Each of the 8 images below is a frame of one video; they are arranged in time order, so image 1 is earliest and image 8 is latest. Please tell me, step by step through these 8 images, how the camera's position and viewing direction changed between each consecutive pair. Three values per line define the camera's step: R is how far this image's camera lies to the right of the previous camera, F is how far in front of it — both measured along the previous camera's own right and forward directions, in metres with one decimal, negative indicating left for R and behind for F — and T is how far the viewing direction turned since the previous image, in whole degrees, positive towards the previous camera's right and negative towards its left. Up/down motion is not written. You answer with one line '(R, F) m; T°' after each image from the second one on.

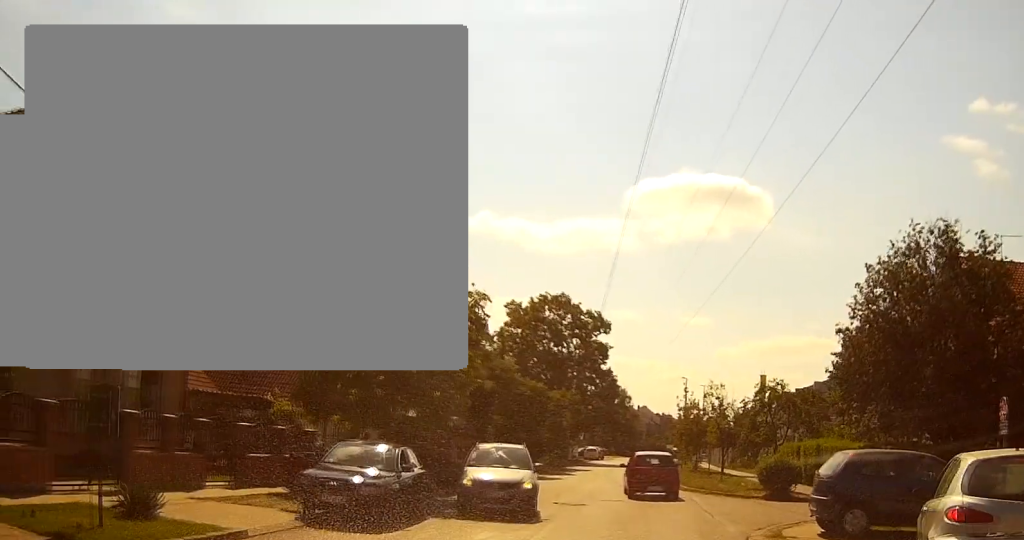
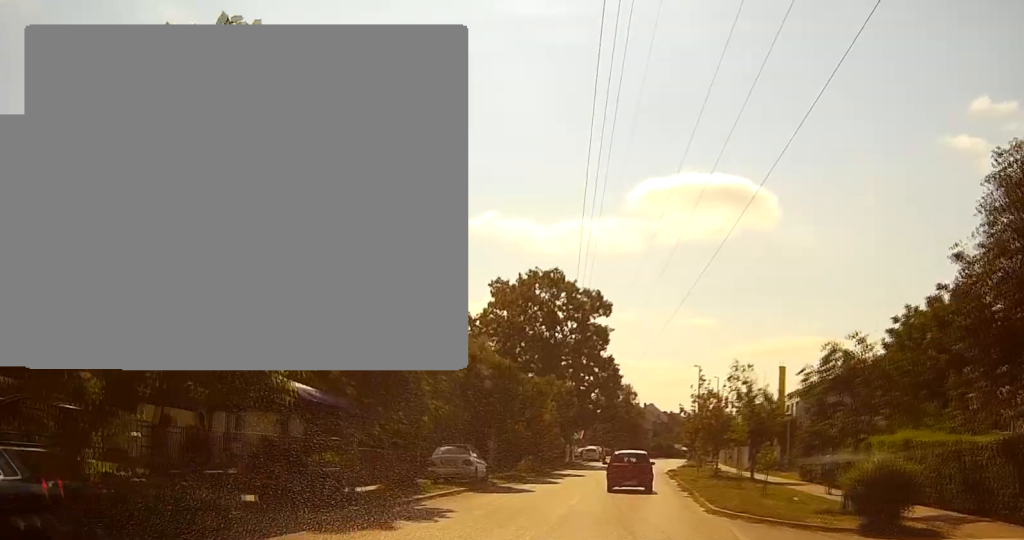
(+0.1, +12.9) m; -1°
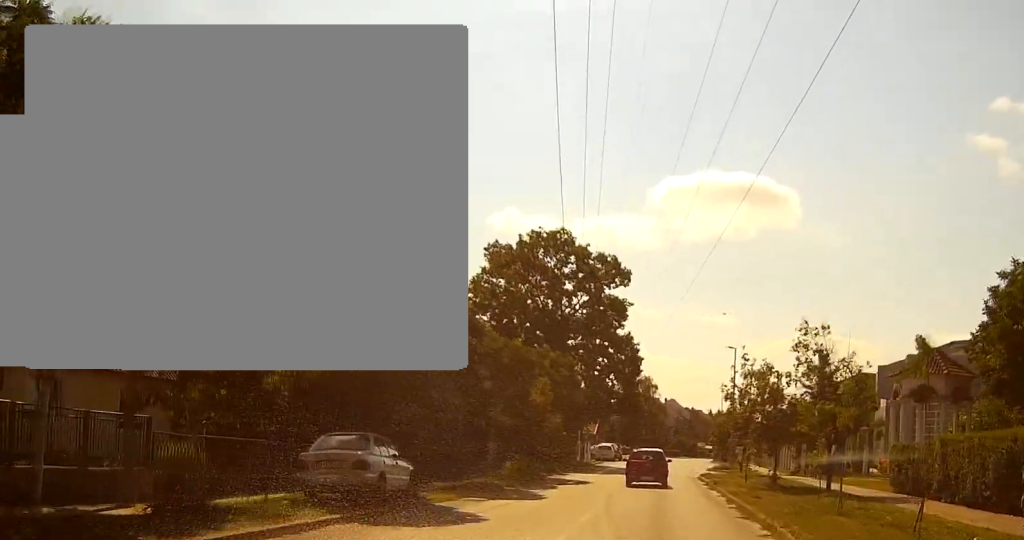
(-0.1, +13.6) m; 0°
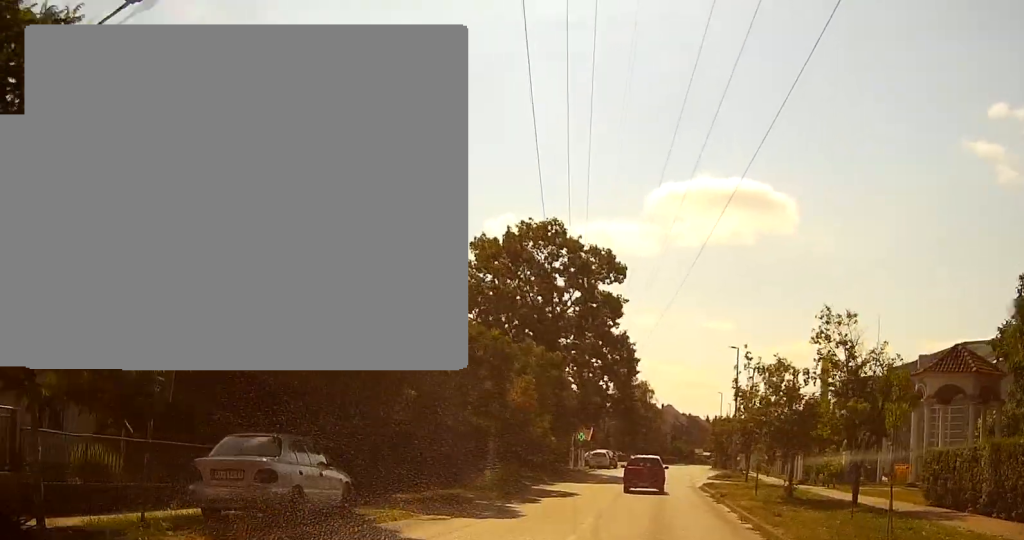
(0.0, +4.2) m; 0°
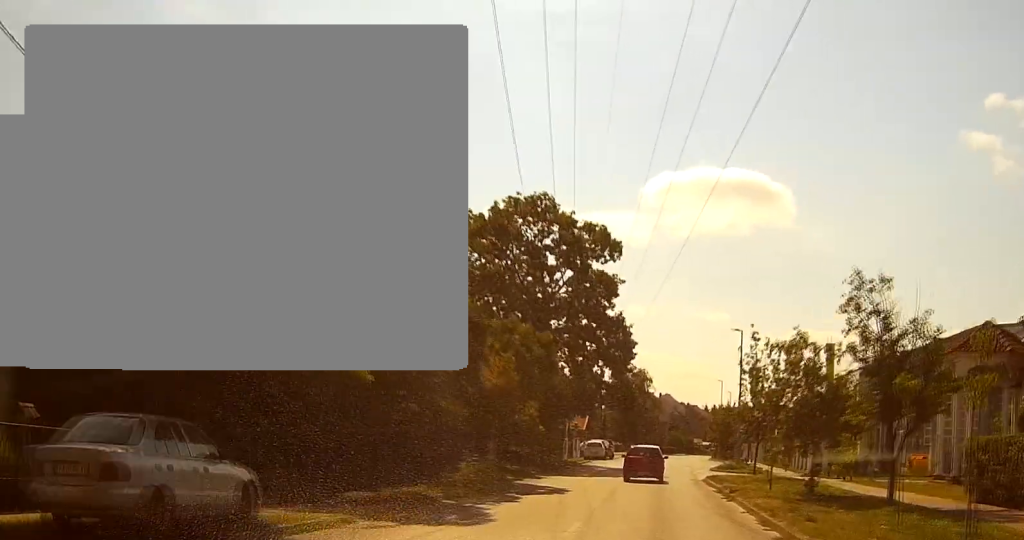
(0.0, +4.2) m; 0°
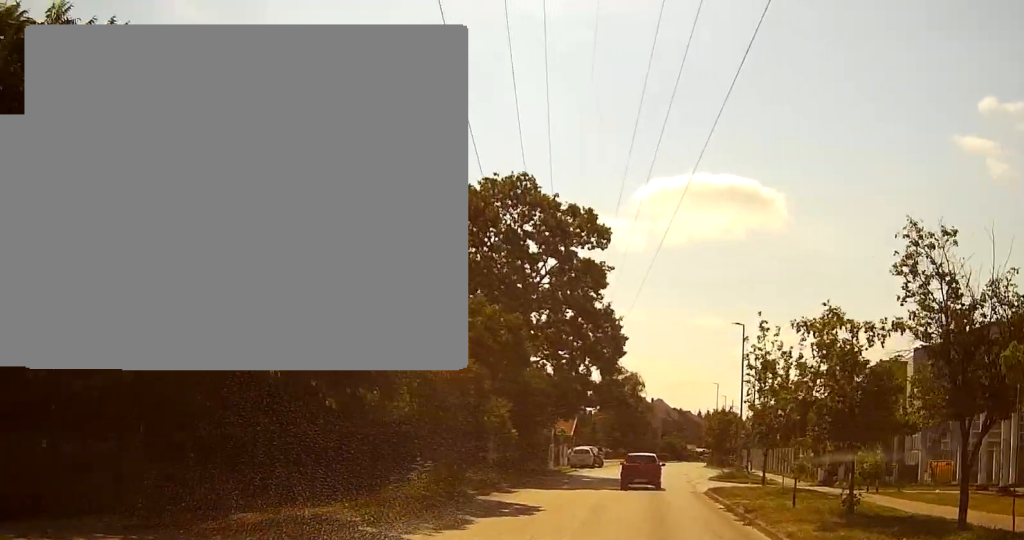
(0.0, +5.8) m; 0°
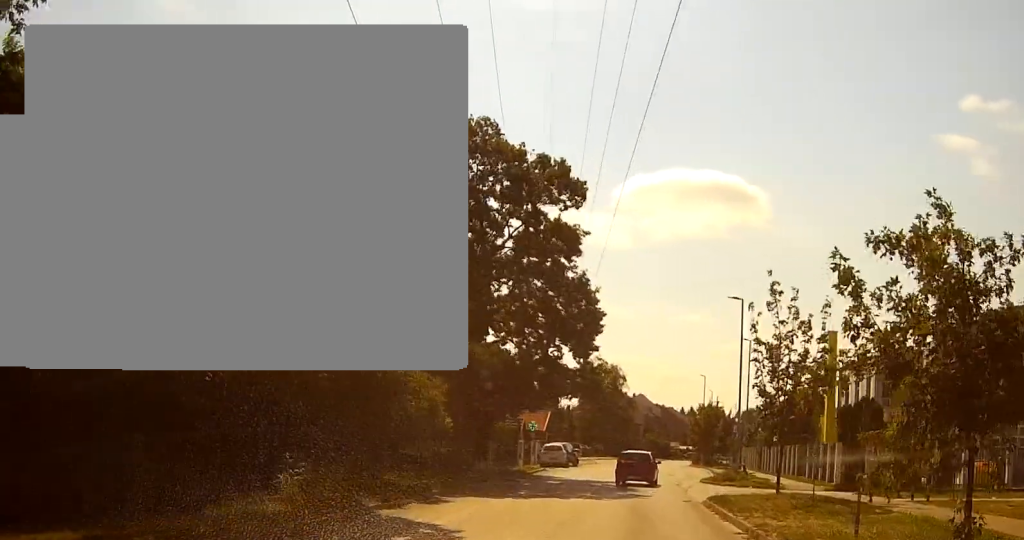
(0.0, +8.2) m; +1°
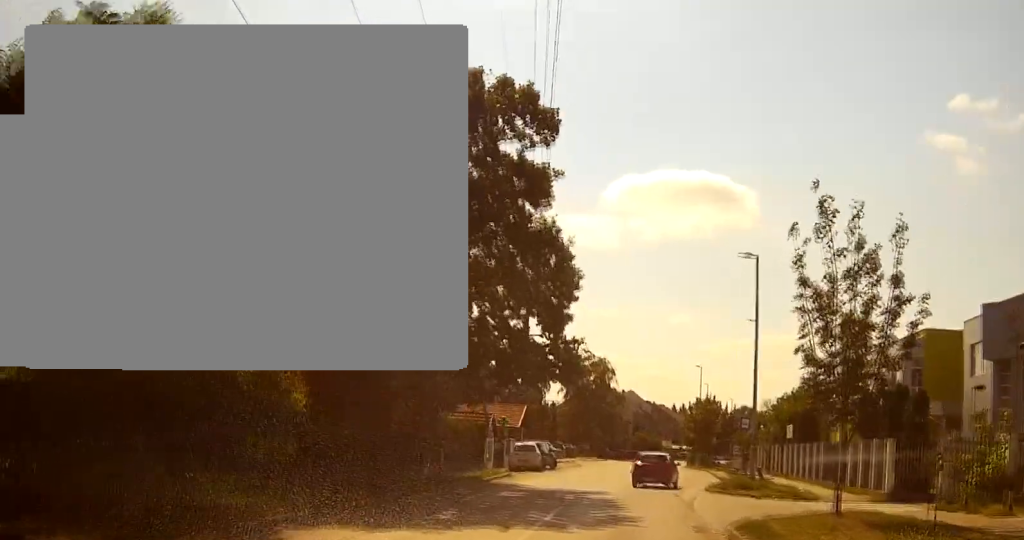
(+0.2, +9.6) m; +2°
